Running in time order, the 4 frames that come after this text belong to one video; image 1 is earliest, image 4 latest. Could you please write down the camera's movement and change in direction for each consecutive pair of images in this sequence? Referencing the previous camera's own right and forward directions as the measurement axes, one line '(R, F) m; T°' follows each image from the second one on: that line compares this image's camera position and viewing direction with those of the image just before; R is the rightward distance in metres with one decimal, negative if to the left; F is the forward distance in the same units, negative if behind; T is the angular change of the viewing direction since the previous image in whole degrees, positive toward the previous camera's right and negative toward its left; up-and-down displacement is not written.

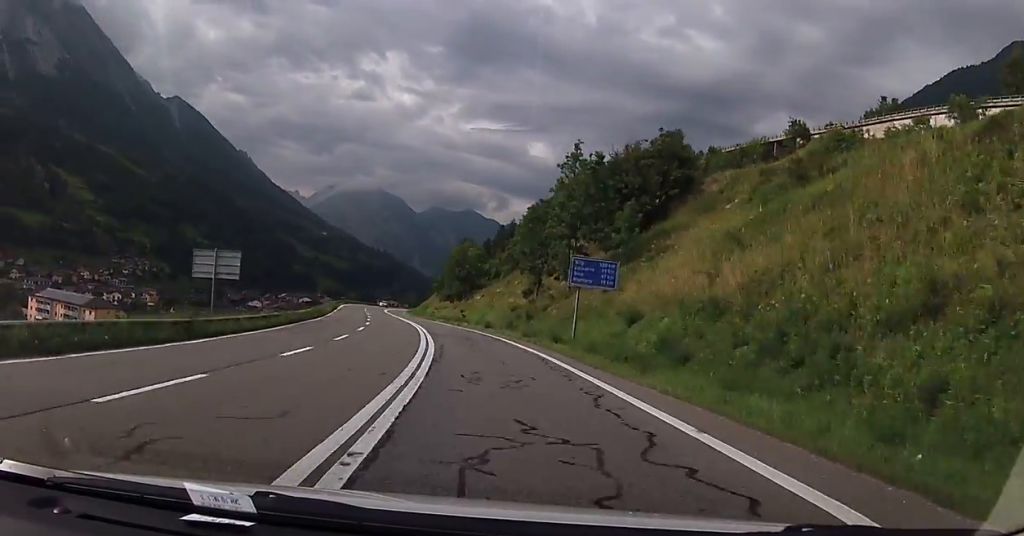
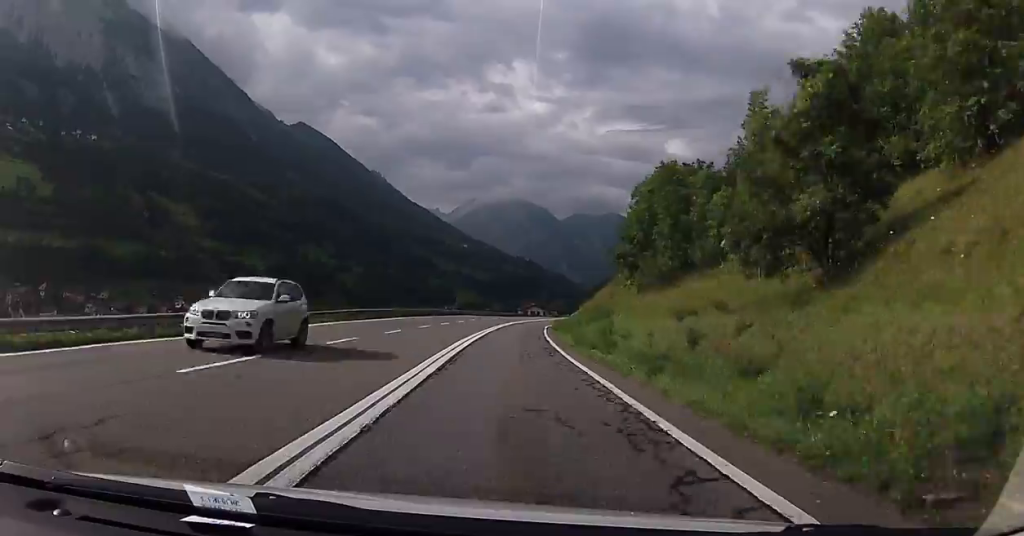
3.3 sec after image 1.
(-9.6, +81.6) m; -9°
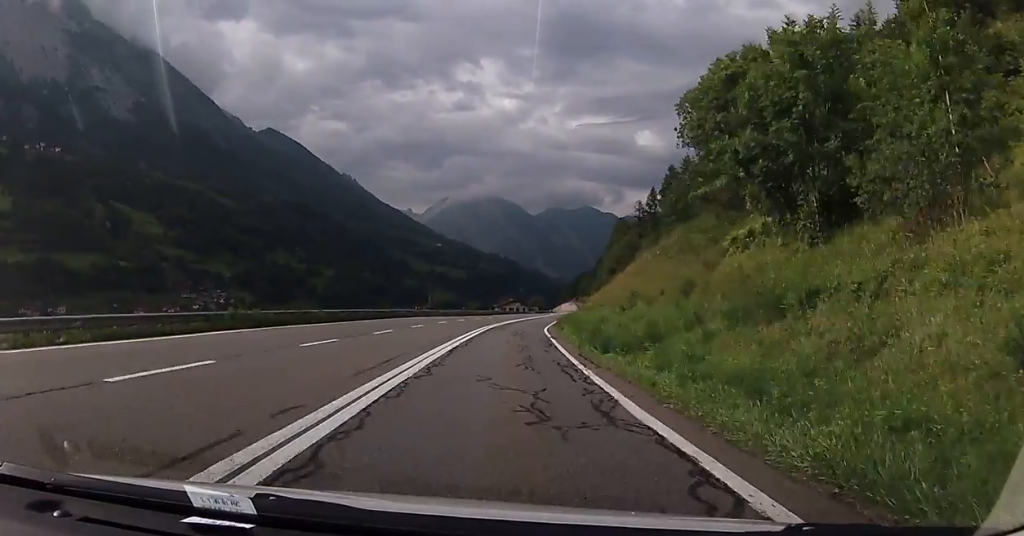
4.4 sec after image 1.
(0.0, +28.7) m; +1°
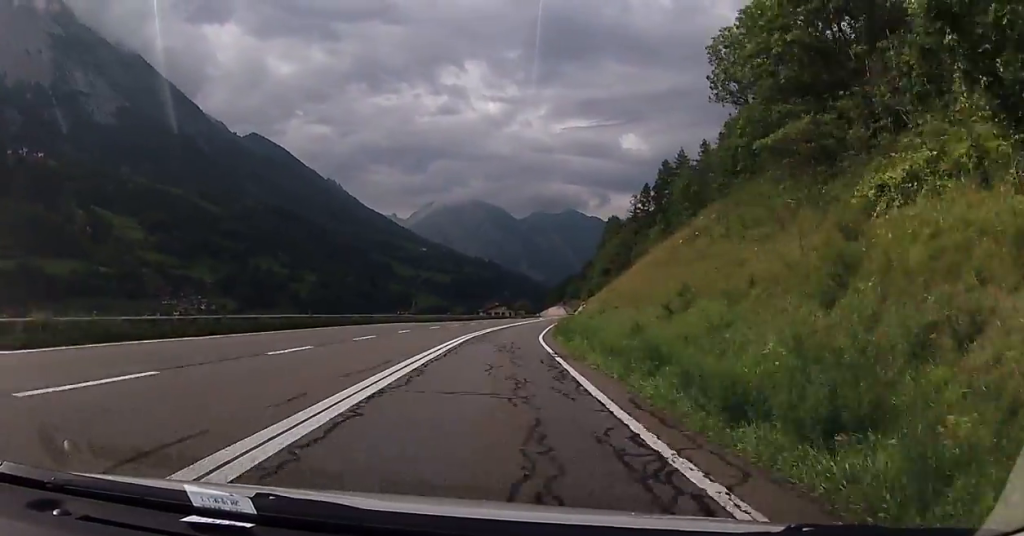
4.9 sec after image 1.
(+0.1, +10.5) m; +1°
